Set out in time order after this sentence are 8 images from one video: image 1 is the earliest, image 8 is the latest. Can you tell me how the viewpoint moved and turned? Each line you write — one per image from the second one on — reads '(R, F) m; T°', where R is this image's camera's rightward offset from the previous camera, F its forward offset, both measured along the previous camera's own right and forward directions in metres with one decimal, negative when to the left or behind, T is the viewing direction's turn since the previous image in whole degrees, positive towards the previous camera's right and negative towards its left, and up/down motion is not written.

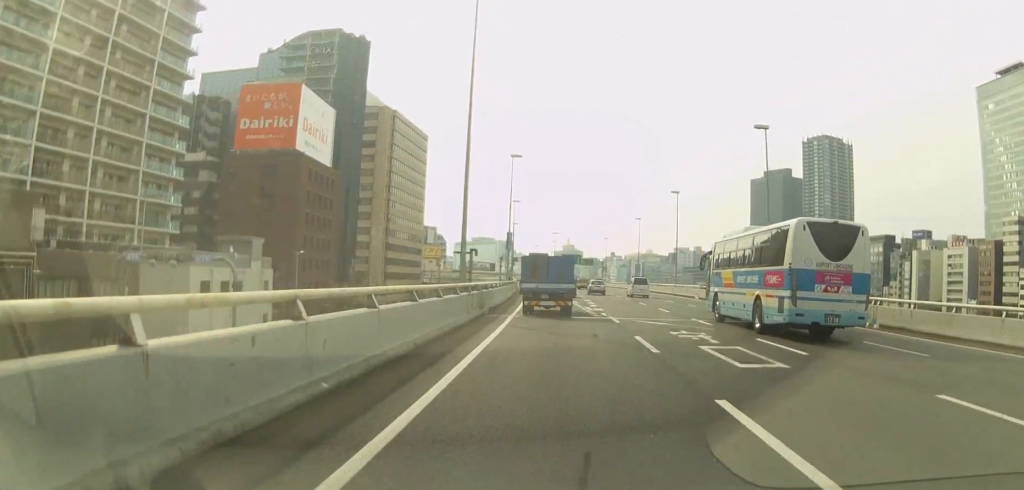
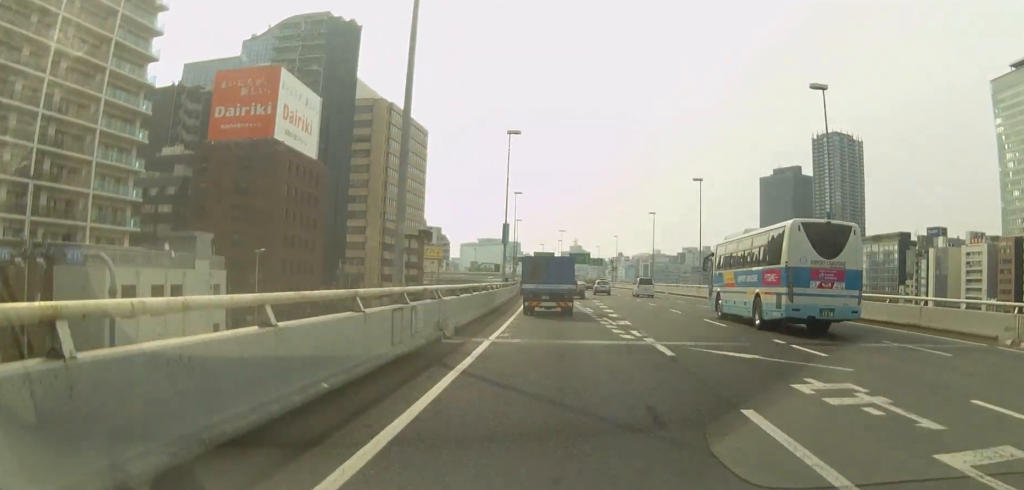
(+0.2, +10.7) m; -1°
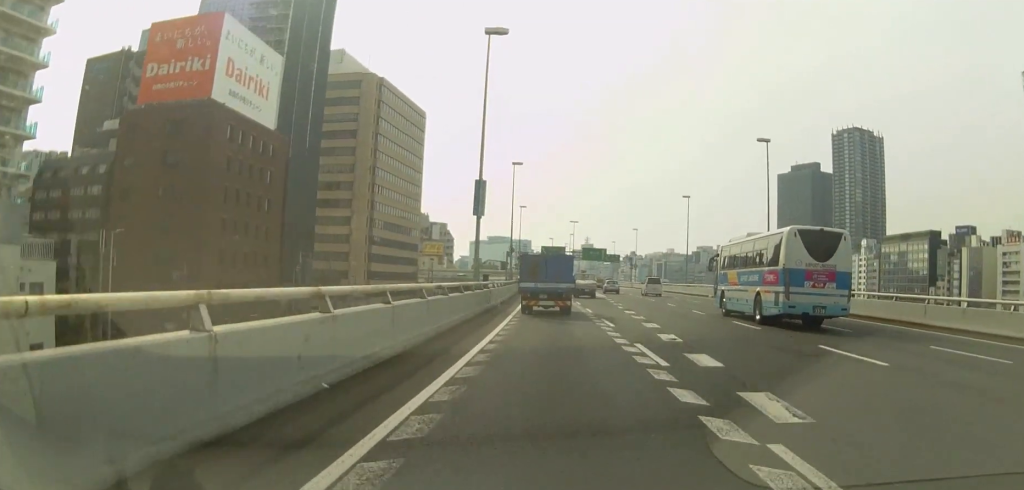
(-0.6, +21.9) m; 0°
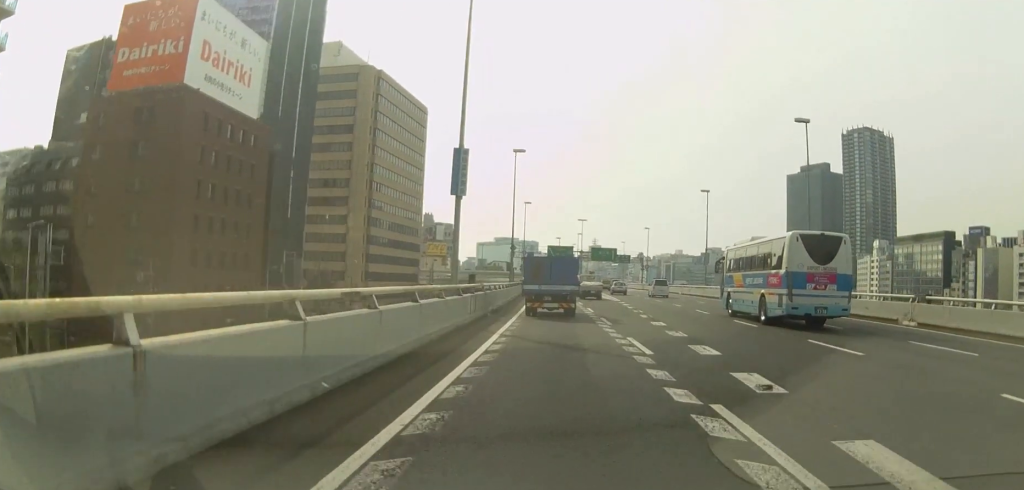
(+0.3, +7.8) m; 0°
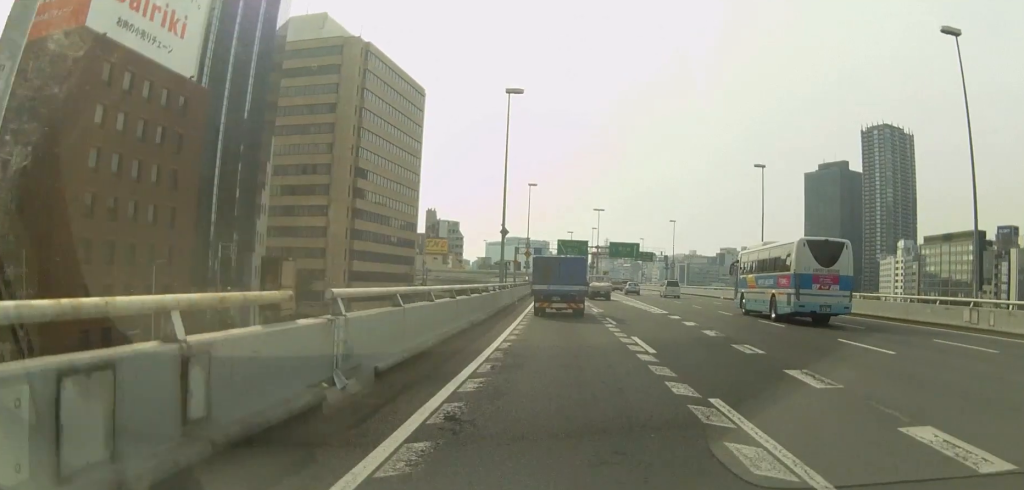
(-0.2, +19.4) m; -1°
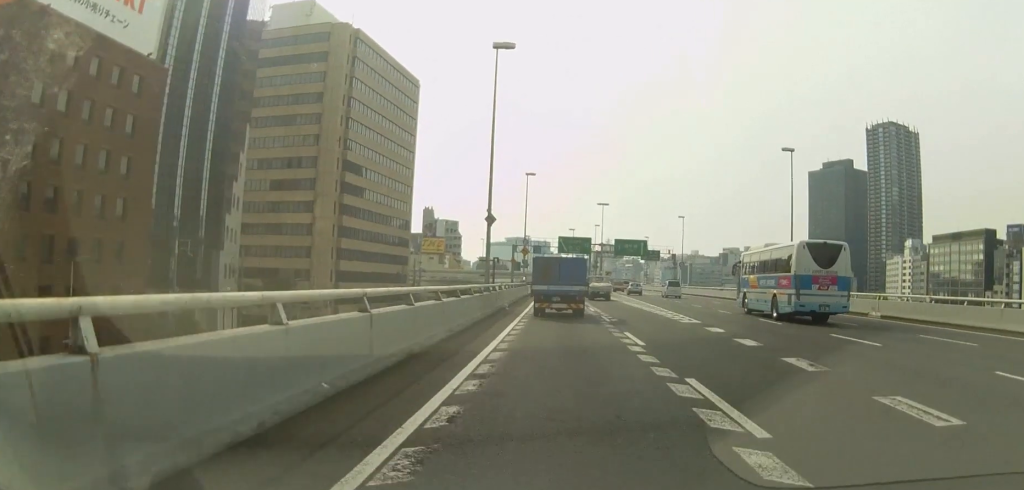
(-0.1, +8.3) m; 0°
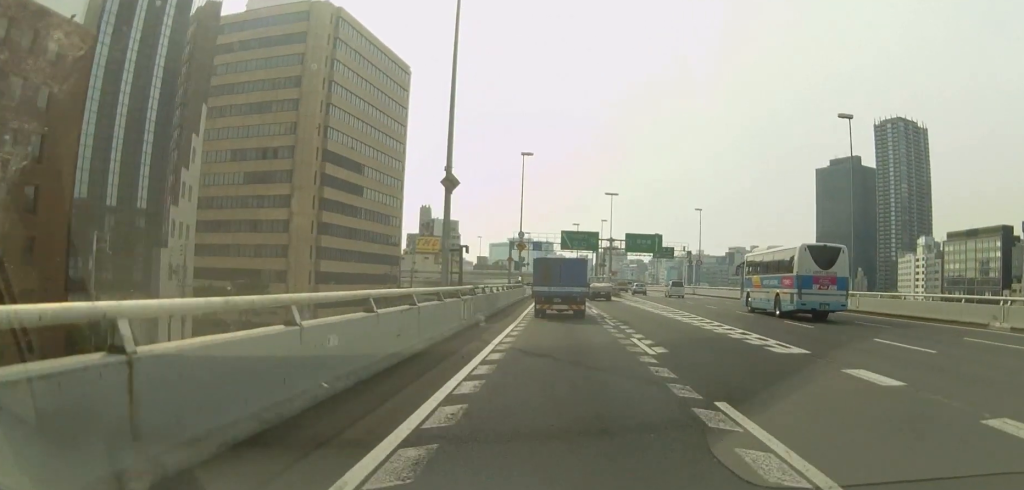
(+0.1, +12.1) m; 0°
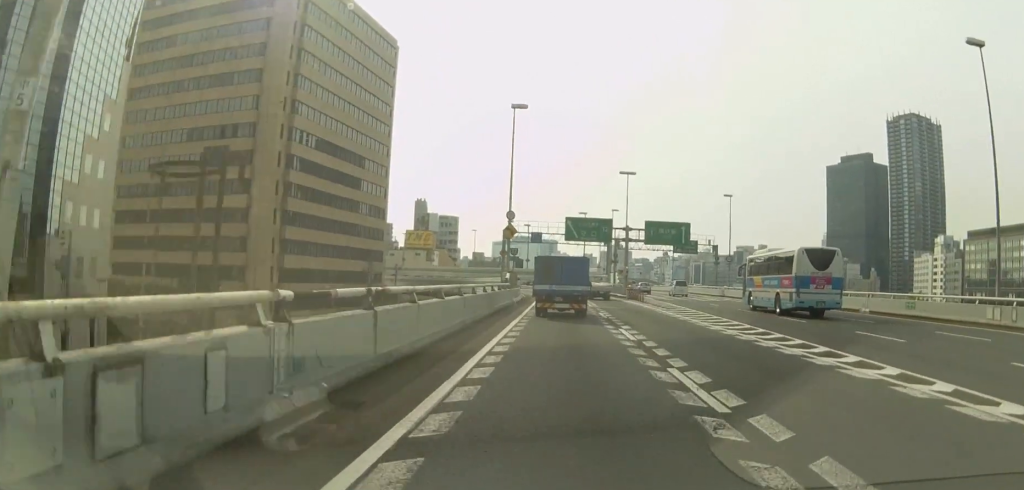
(-0.2, +16.4) m; 0°
